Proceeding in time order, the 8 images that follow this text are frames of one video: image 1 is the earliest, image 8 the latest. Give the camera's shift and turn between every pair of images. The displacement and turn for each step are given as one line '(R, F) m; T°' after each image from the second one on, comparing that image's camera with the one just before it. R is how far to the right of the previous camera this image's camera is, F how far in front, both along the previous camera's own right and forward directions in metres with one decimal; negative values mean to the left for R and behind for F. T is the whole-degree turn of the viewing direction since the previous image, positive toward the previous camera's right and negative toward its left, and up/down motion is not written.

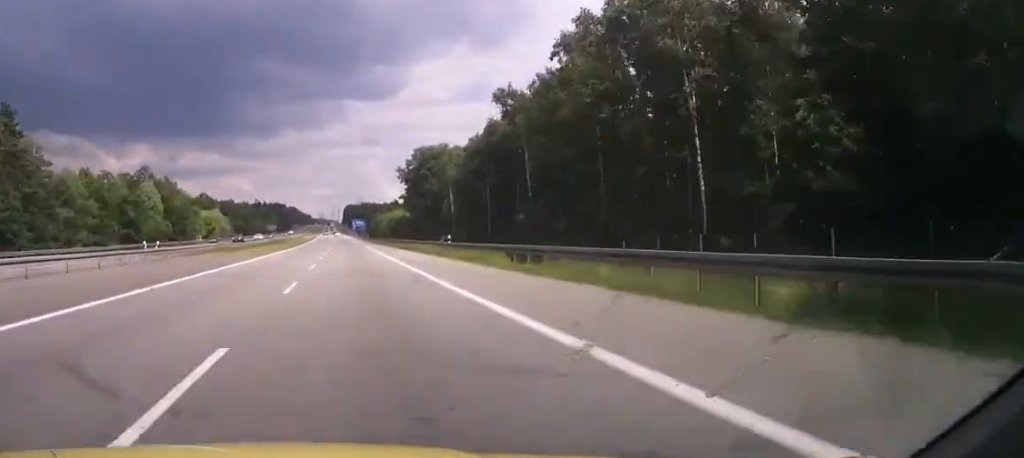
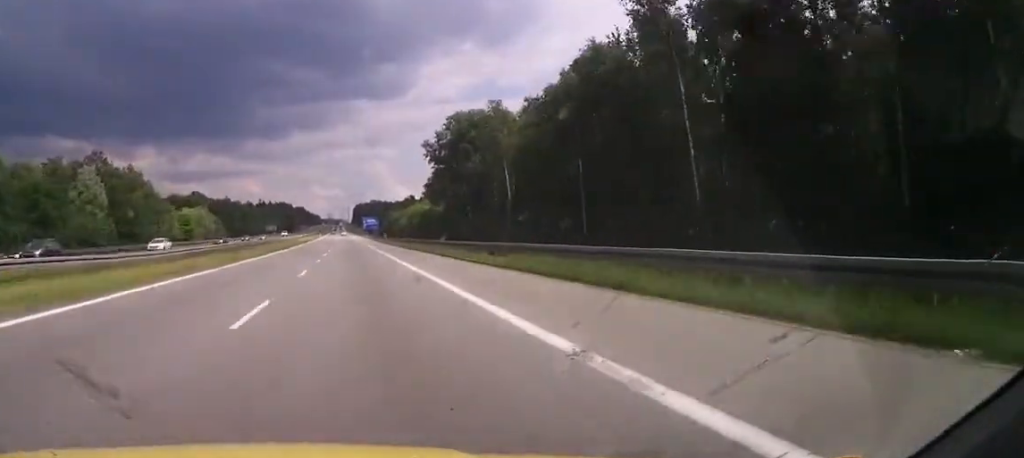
(-2.1, +41.3) m; -4°
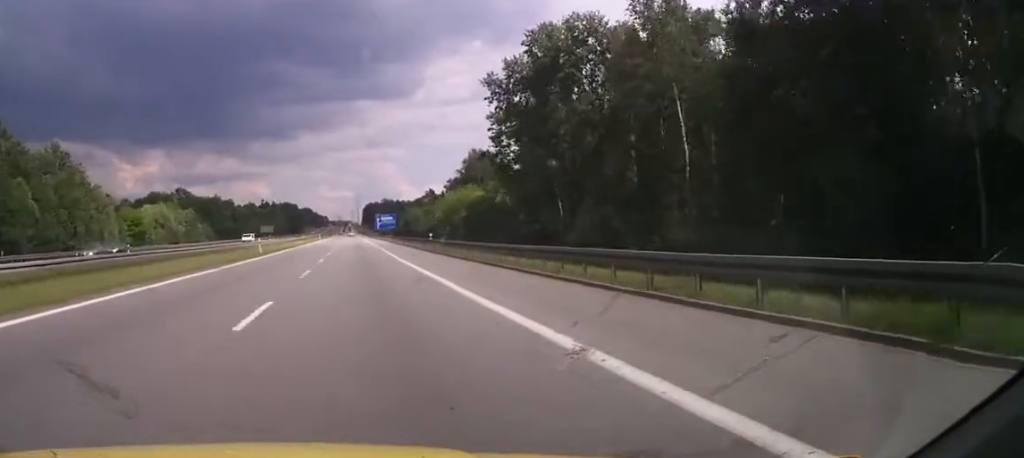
(-1.1, +48.1) m; -2°
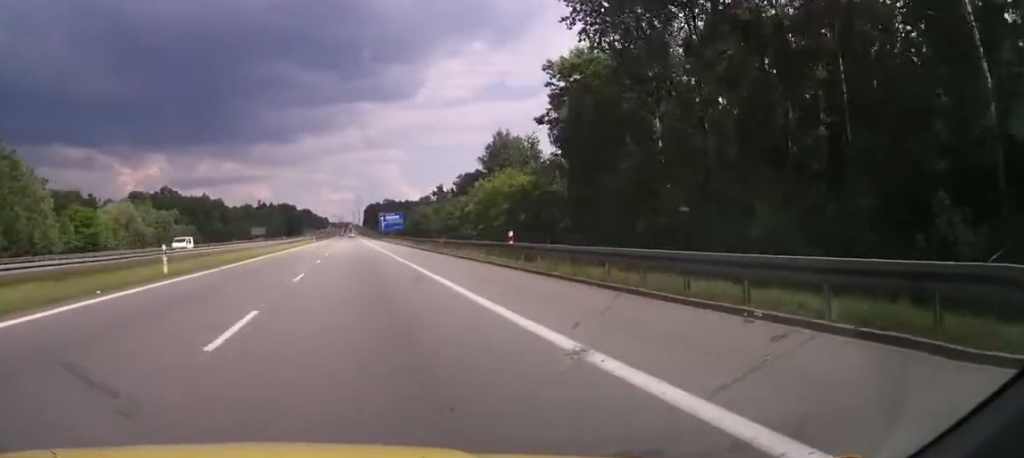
(0.0, +25.8) m; 0°
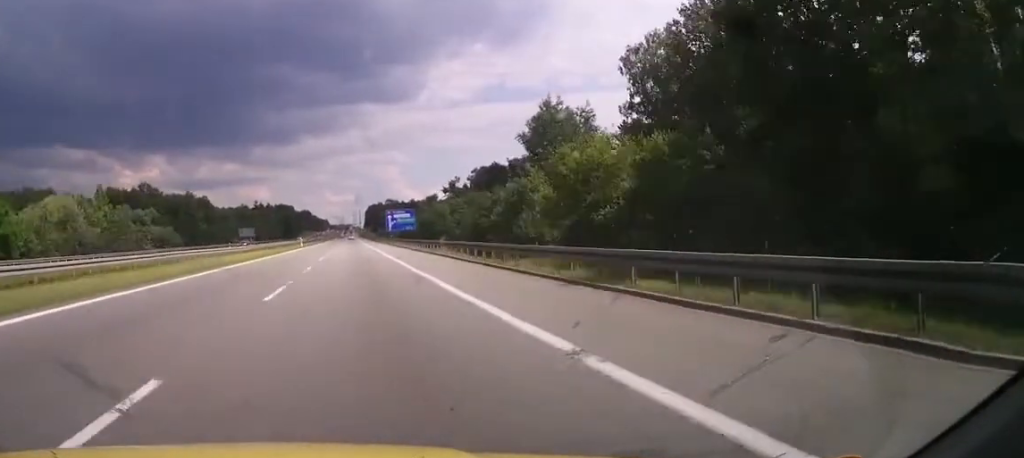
(0.0, +30.0) m; 0°
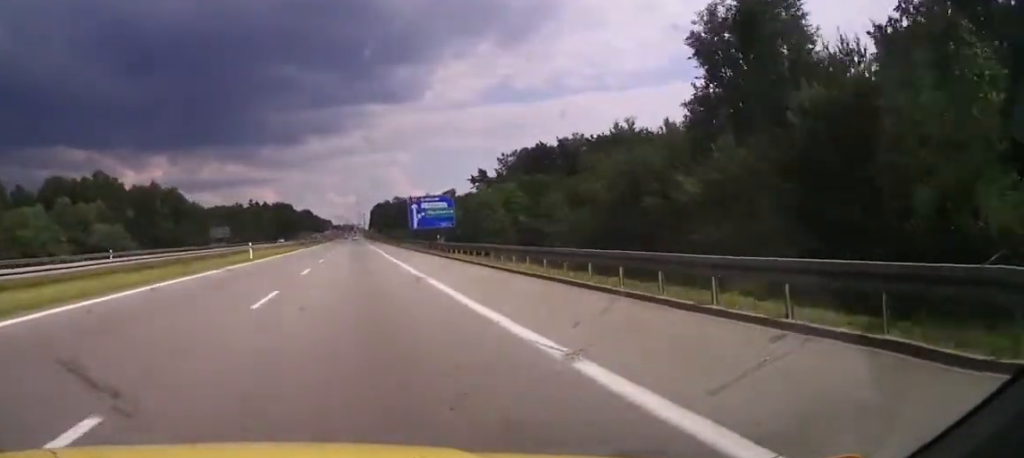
(0.0, +49.6) m; 0°
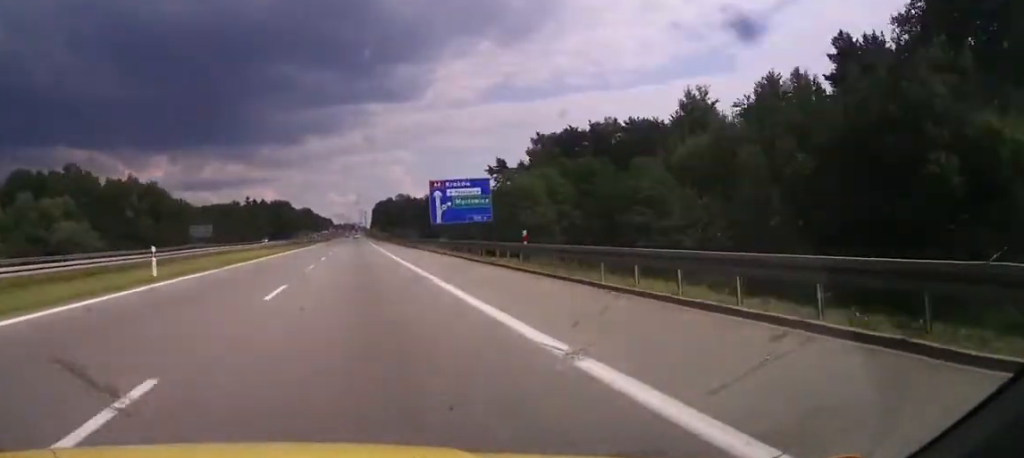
(0.0, +22.7) m; 0°
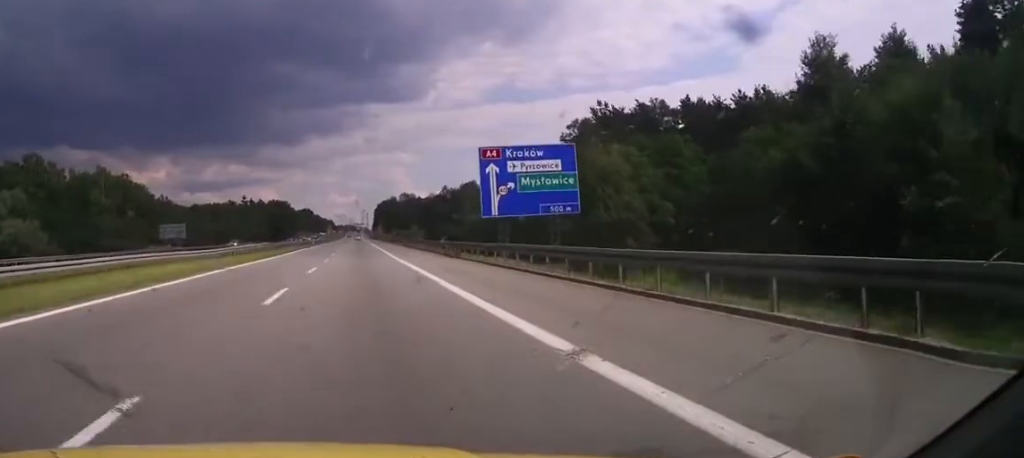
(-0.1, +24.7) m; 0°
